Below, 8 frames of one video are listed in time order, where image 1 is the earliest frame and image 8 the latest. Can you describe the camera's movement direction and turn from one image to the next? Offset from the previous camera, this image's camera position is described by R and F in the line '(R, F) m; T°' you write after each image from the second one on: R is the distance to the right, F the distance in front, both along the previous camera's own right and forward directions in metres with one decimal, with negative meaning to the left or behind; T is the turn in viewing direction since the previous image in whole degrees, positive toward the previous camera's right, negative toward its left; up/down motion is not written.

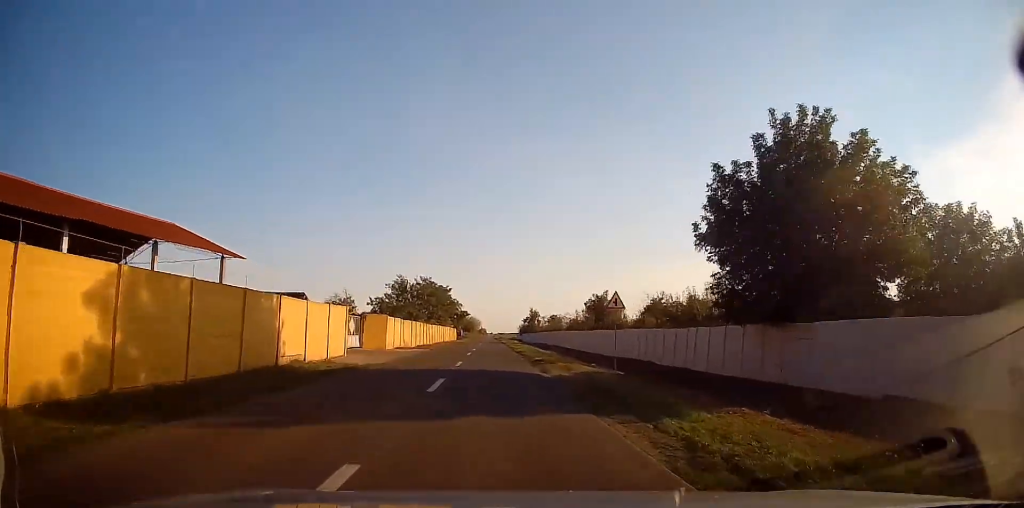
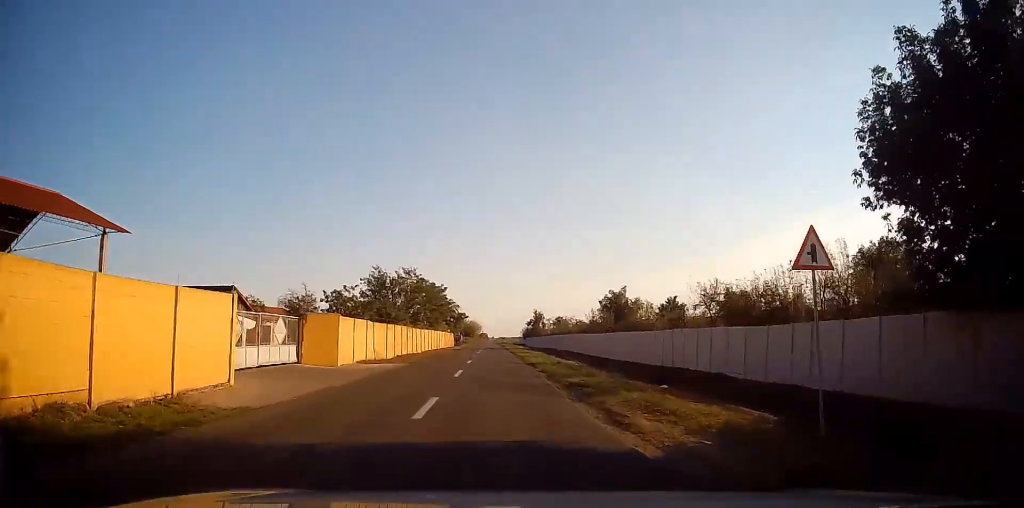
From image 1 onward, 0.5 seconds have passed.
(+0.1, +11.3) m; 0°
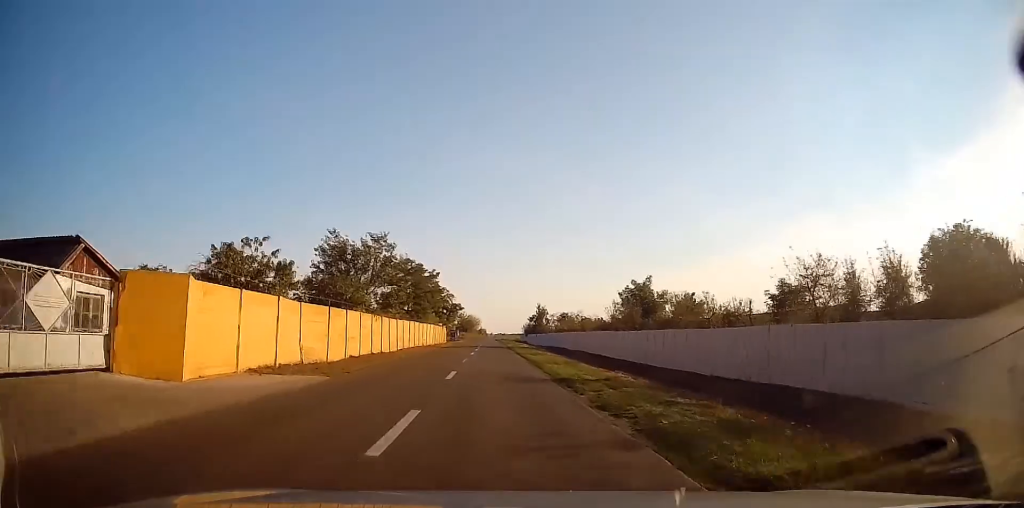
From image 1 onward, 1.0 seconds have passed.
(0.0, +12.1) m; 0°
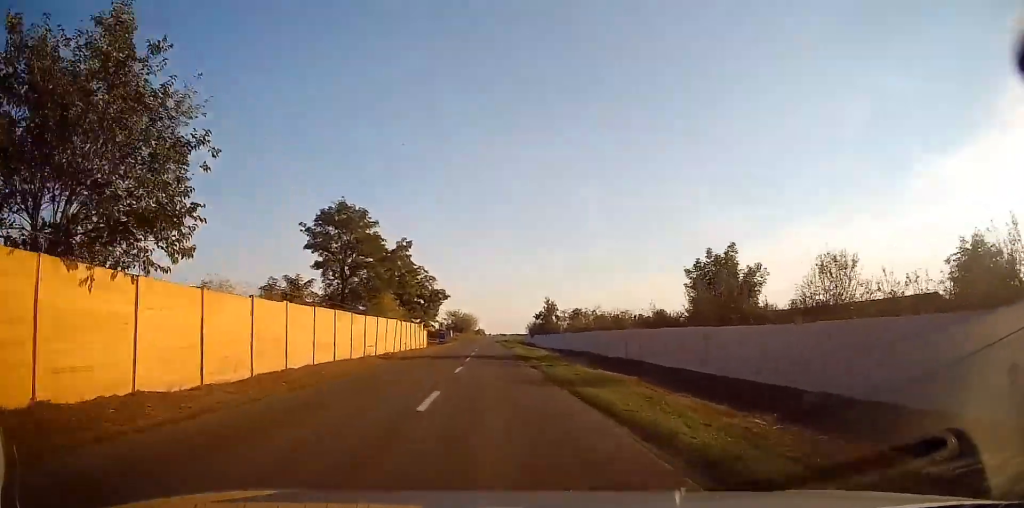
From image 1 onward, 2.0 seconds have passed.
(-0.2, +22.6) m; -1°
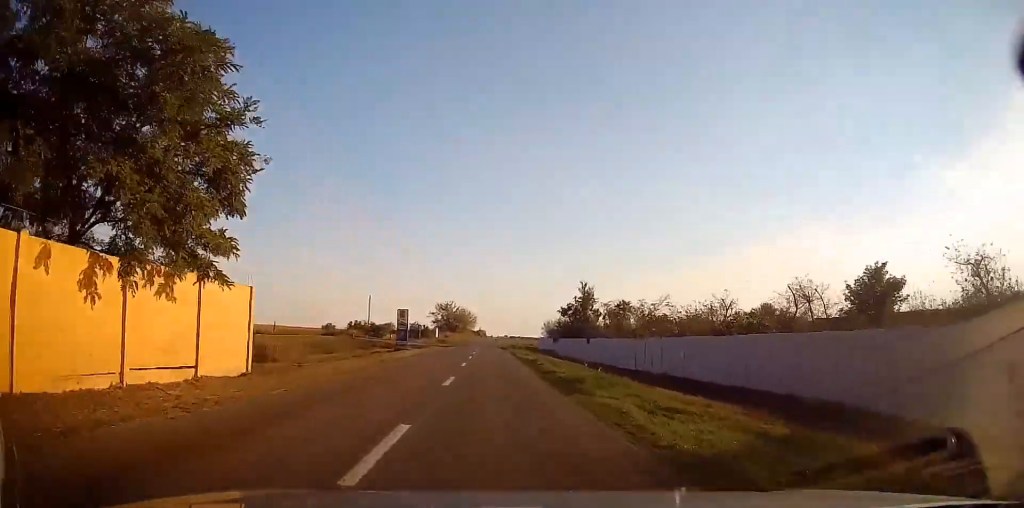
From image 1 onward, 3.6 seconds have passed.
(0.0, +39.5) m; 0°
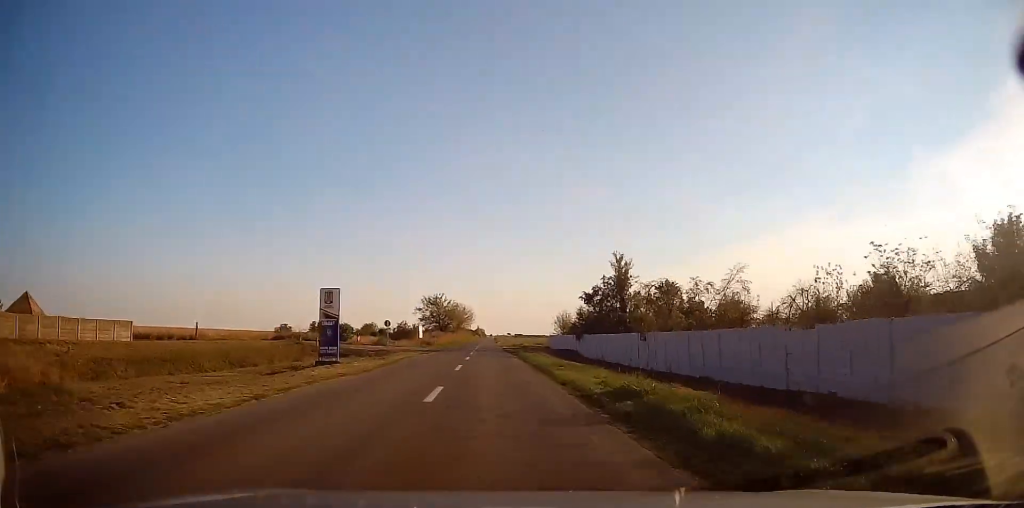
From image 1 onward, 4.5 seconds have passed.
(+0.1, +20.4) m; 0°
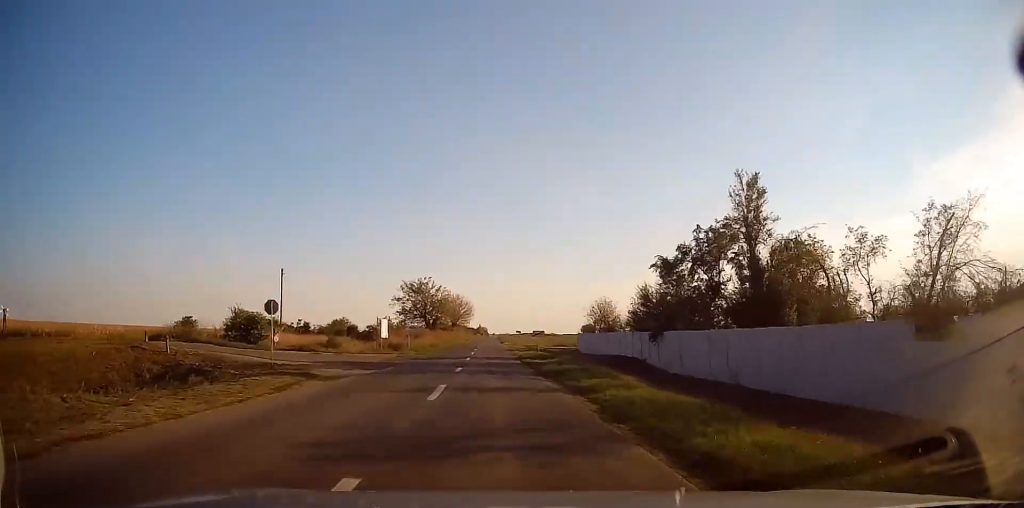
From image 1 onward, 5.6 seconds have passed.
(-0.1, +25.6) m; 0°
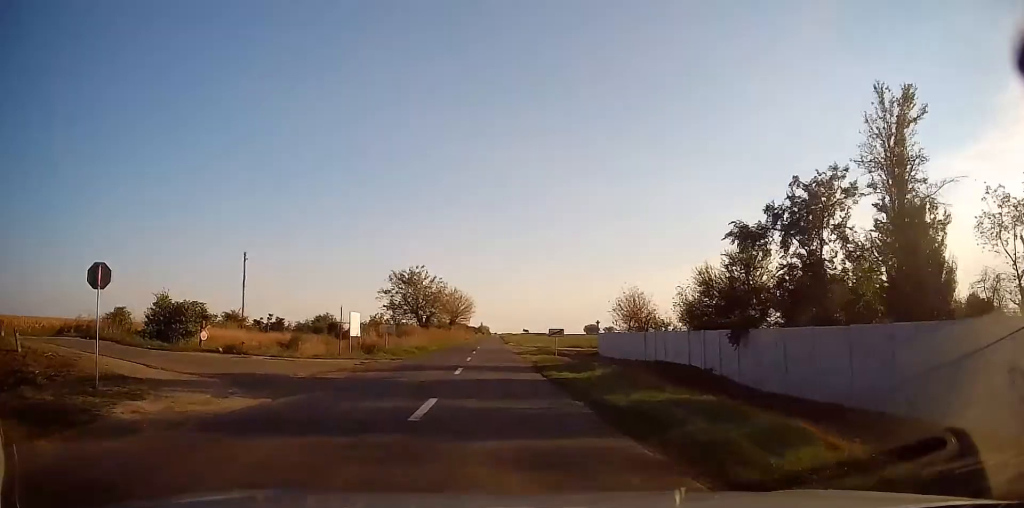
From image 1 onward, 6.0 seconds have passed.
(+0.1, +10.5) m; 0°
